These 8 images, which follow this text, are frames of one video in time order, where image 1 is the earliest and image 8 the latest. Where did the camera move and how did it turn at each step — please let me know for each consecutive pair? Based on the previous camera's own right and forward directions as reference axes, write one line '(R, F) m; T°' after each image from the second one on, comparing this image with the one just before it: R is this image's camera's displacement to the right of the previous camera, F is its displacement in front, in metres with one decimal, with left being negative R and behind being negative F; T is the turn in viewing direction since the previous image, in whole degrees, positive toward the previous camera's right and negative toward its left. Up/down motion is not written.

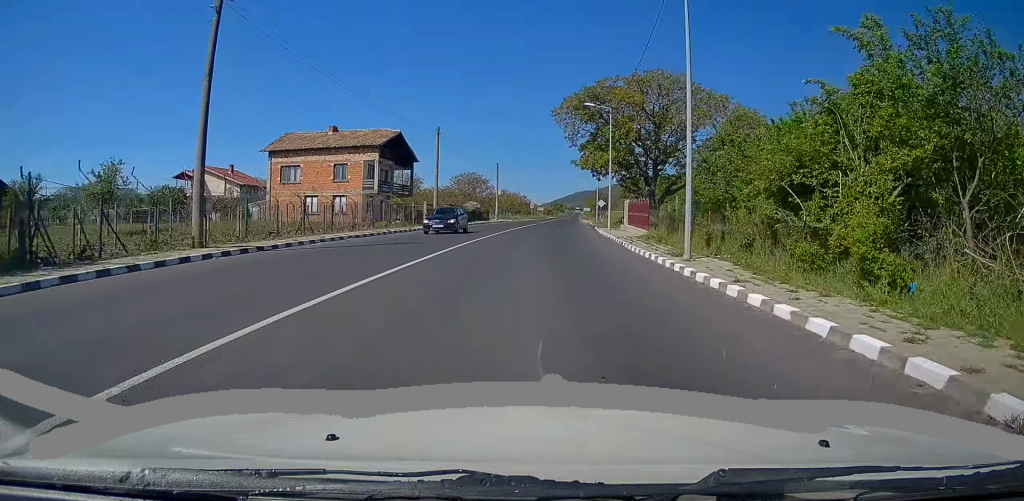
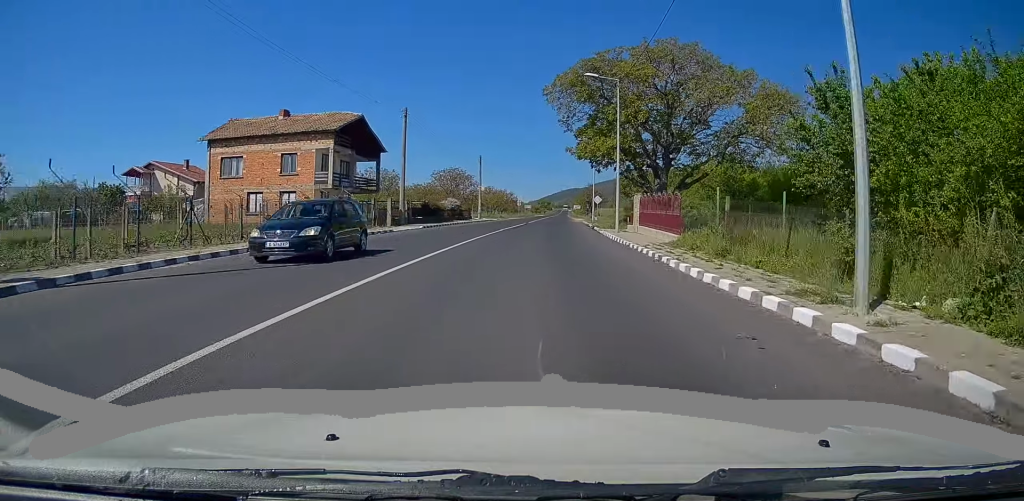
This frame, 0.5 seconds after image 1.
(-0.2, +8.8) m; +1°
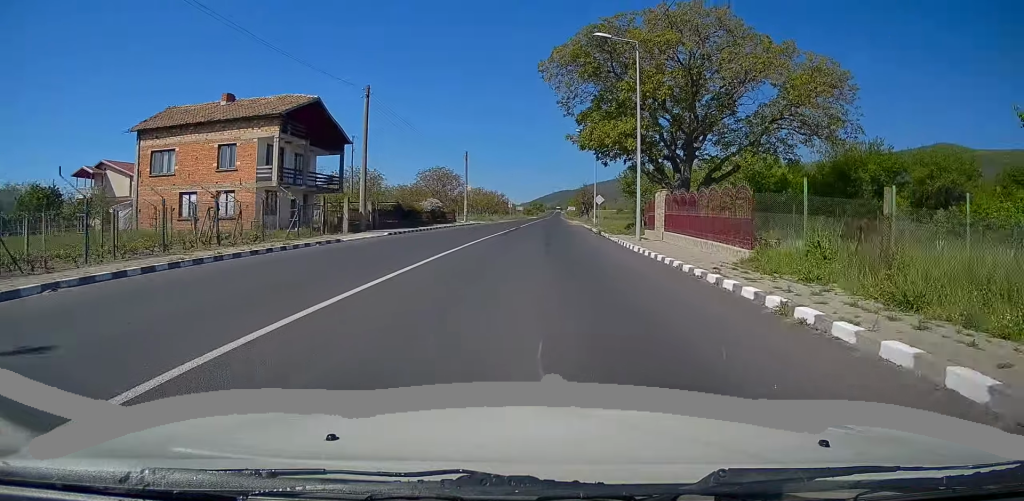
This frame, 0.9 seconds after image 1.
(+0.4, +8.1) m; +1°
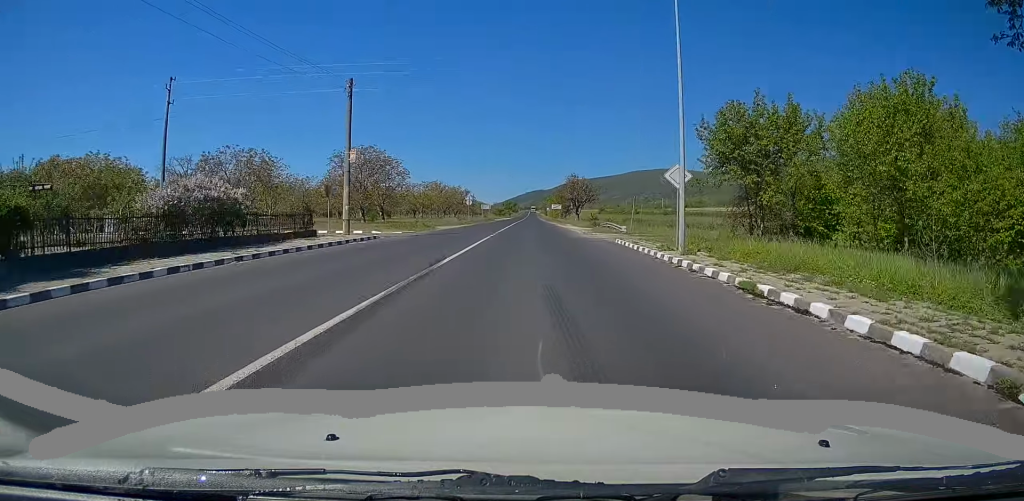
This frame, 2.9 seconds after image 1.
(+1.4, +37.0) m; +3°
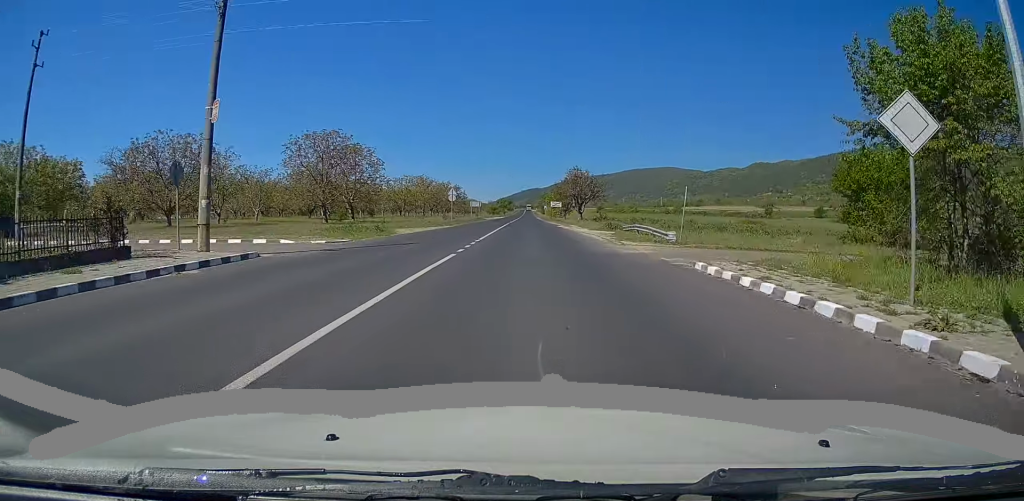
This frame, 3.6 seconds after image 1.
(+0.2, +13.4) m; 0°
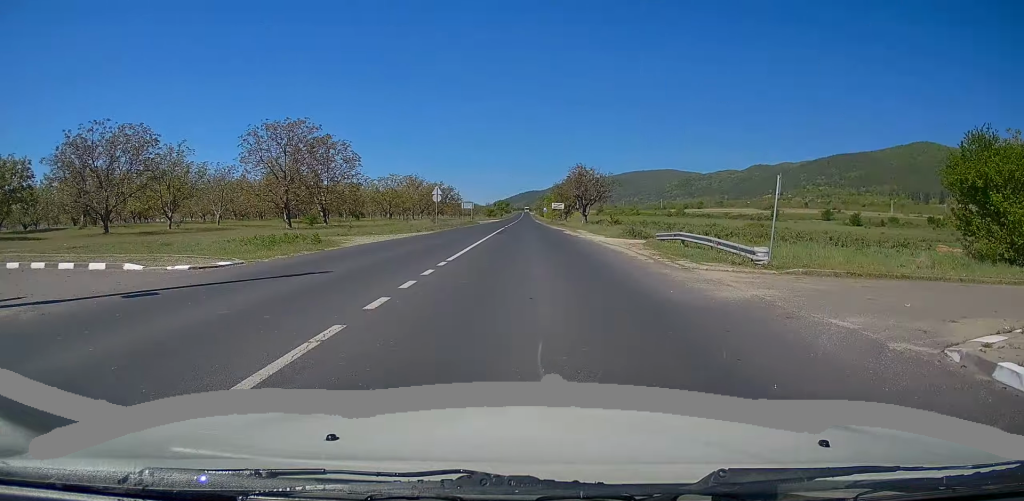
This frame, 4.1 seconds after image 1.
(-0.2, +9.7) m; 0°
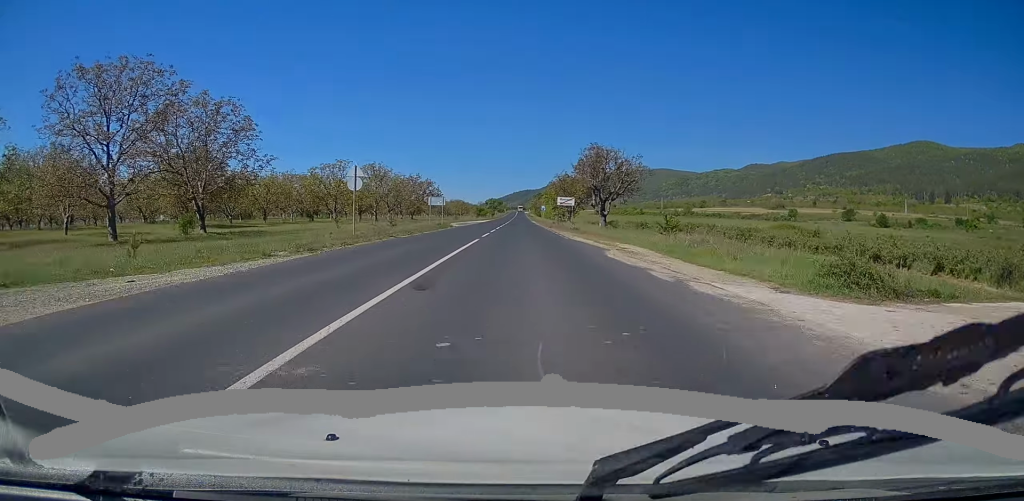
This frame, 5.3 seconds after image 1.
(+0.4, +24.3) m; +2°
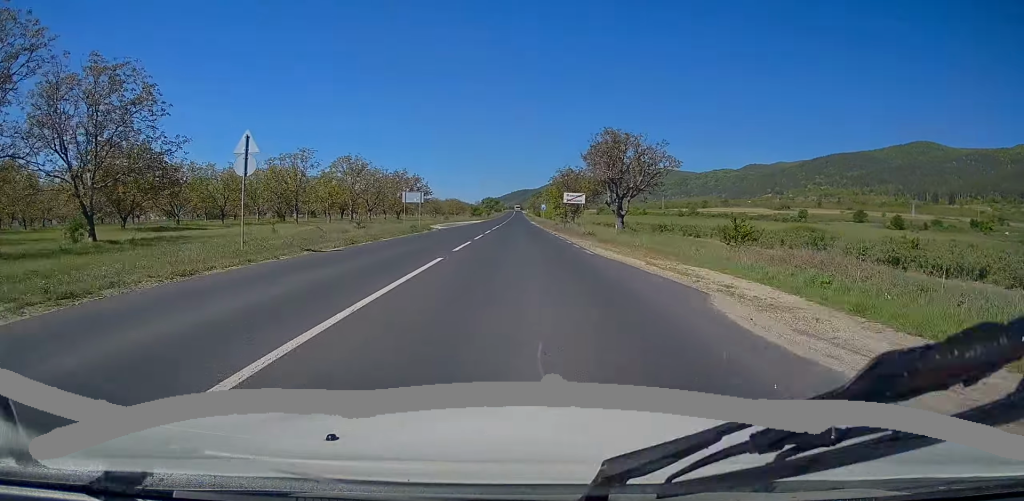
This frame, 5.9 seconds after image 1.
(0.0, +11.5) m; 0°
